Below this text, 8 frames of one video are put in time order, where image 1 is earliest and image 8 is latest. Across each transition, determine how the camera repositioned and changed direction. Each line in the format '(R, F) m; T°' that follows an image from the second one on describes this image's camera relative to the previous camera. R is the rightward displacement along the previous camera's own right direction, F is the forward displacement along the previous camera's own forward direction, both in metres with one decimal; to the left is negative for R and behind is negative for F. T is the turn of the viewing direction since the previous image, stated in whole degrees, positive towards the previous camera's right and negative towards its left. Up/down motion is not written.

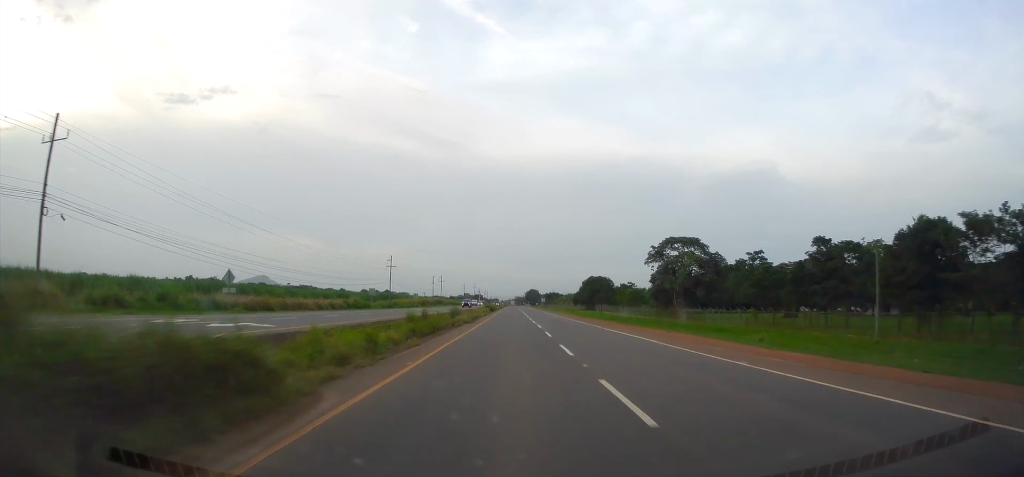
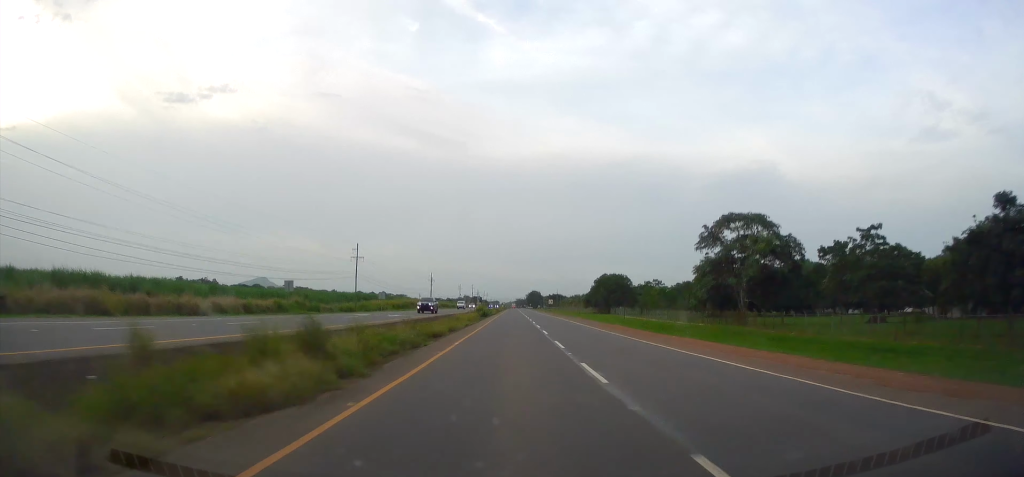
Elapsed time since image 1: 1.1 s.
(-0.1, +29.8) m; 0°
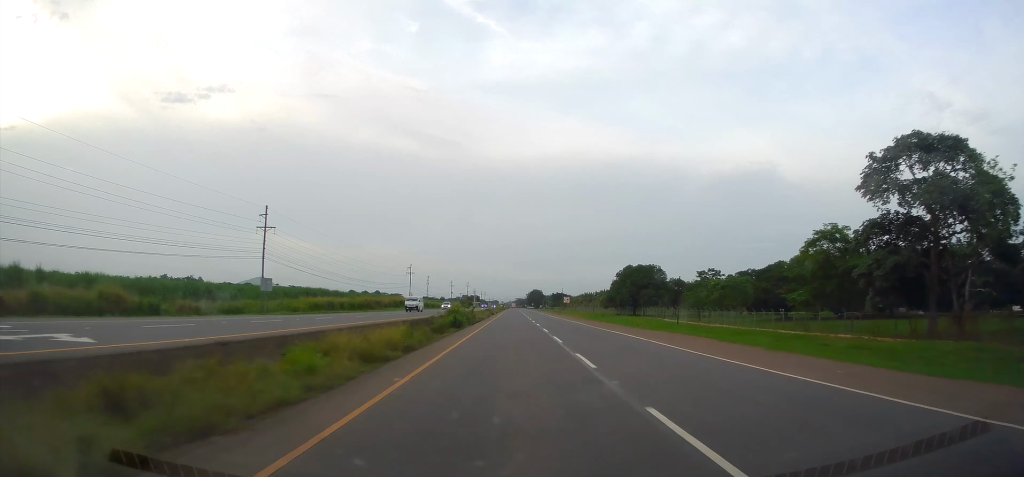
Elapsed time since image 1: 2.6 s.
(+0.1, +40.6) m; 0°
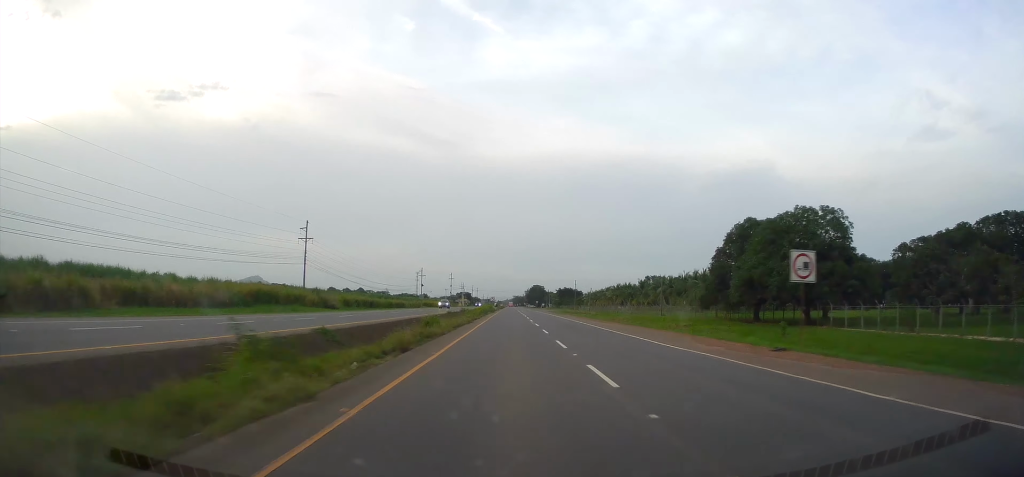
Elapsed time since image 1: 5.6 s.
(-0.1, +79.8) m; 0°
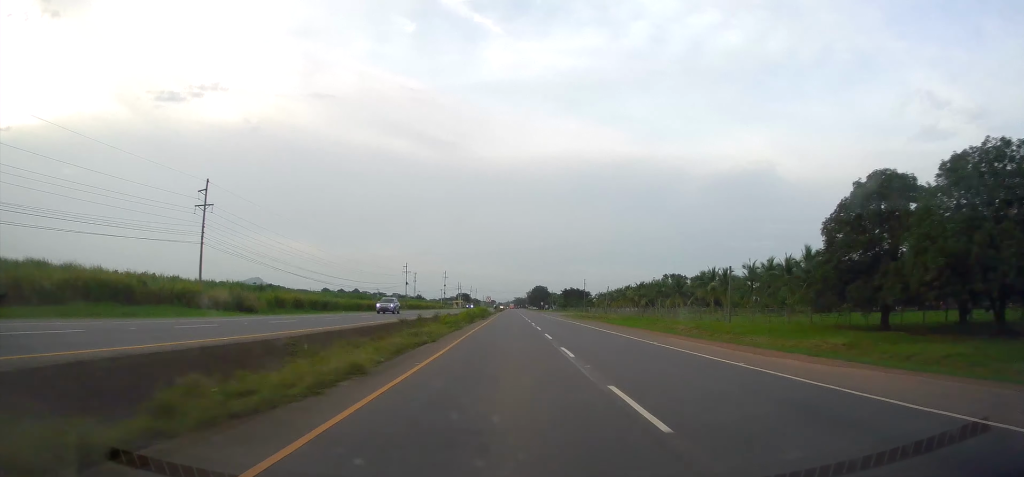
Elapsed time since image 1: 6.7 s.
(+0.2, +28.6) m; 0°
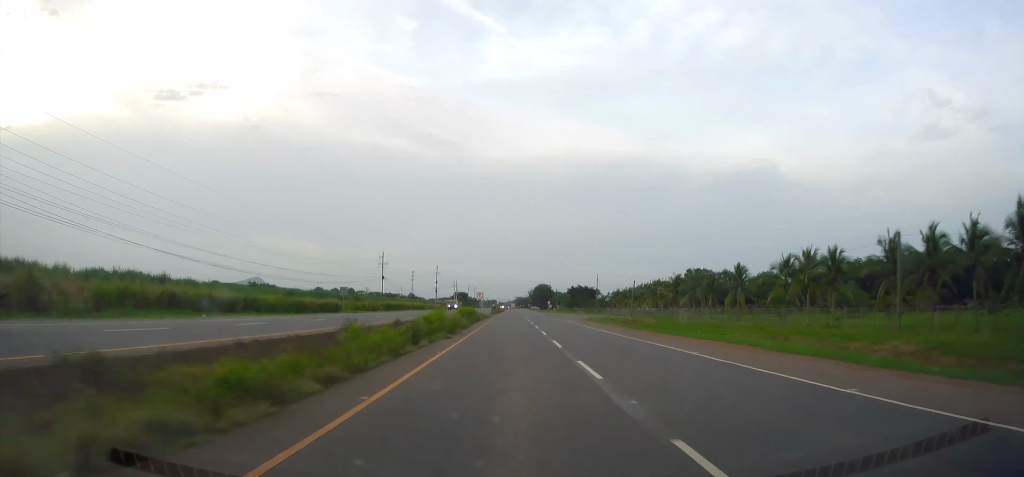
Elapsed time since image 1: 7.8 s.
(-0.1, +28.7) m; 0°
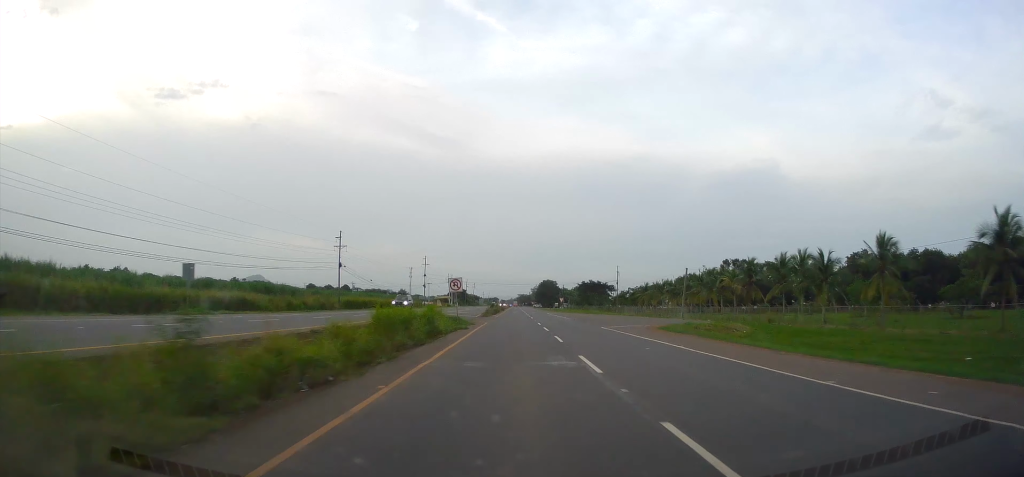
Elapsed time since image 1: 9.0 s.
(0.0, +33.1) m; 0°
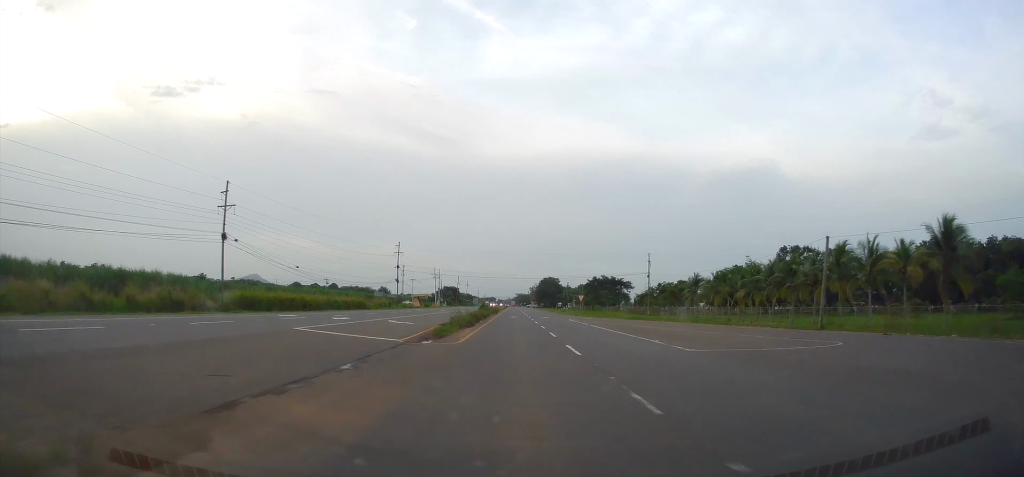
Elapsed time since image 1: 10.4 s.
(-0.3, +37.7) m; 0°
